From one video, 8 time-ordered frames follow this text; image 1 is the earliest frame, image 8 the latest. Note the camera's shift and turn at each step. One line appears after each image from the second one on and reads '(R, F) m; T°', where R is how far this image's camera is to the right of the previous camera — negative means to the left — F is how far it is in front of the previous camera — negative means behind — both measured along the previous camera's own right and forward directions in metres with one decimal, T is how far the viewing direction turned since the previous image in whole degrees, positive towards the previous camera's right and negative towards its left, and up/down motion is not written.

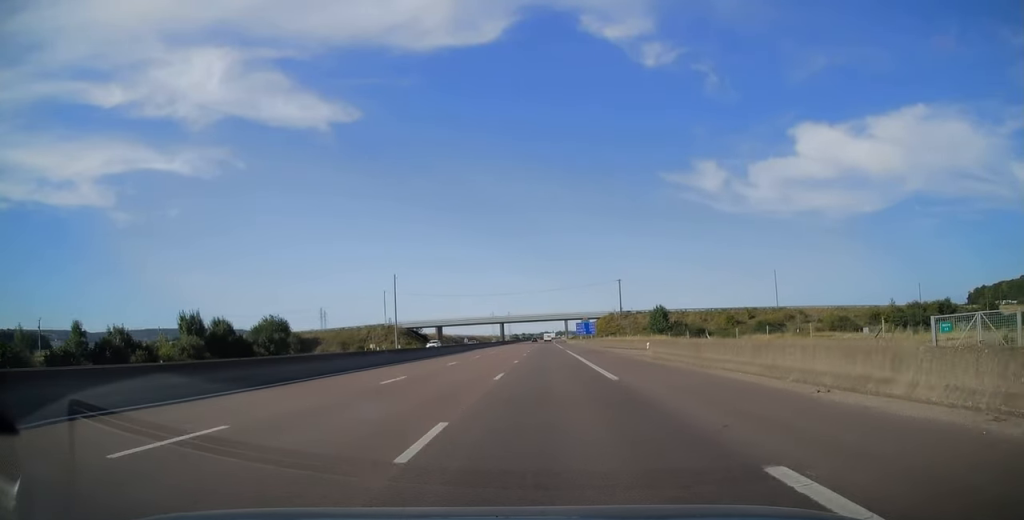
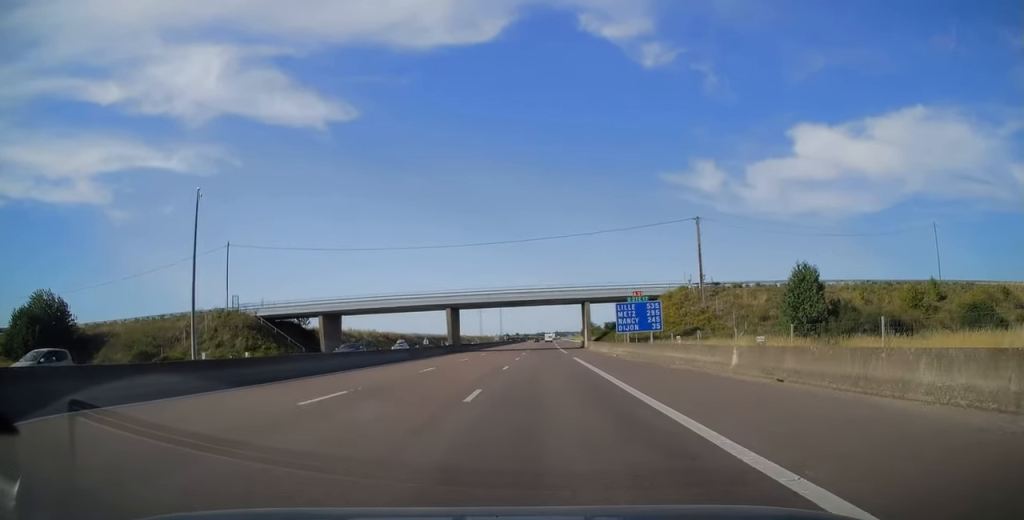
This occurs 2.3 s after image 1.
(+0.1, +71.5) m; 0°
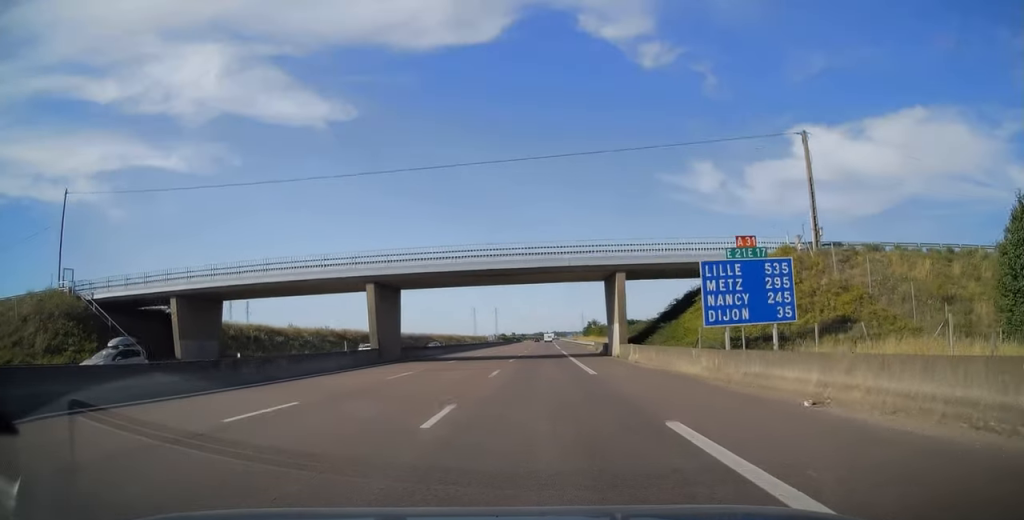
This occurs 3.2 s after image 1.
(-0.1, +28.8) m; 0°
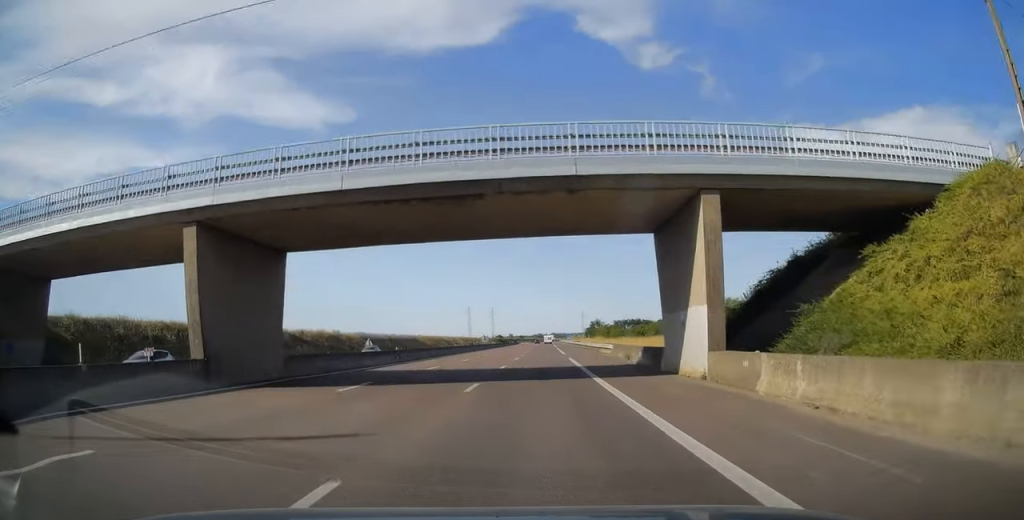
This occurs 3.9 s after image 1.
(+0.2, +19.5) m; 0°
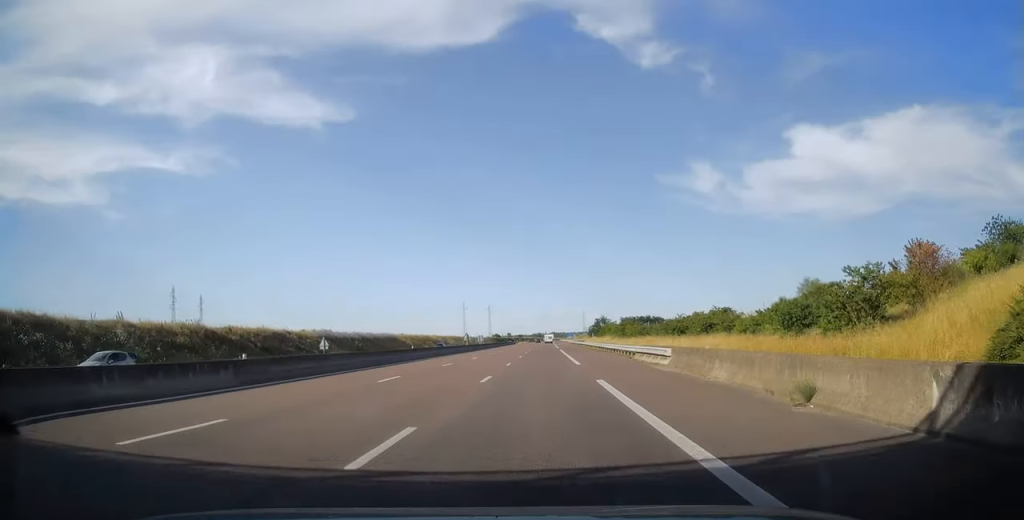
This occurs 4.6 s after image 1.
(+0.1, +22.1) m; 0°
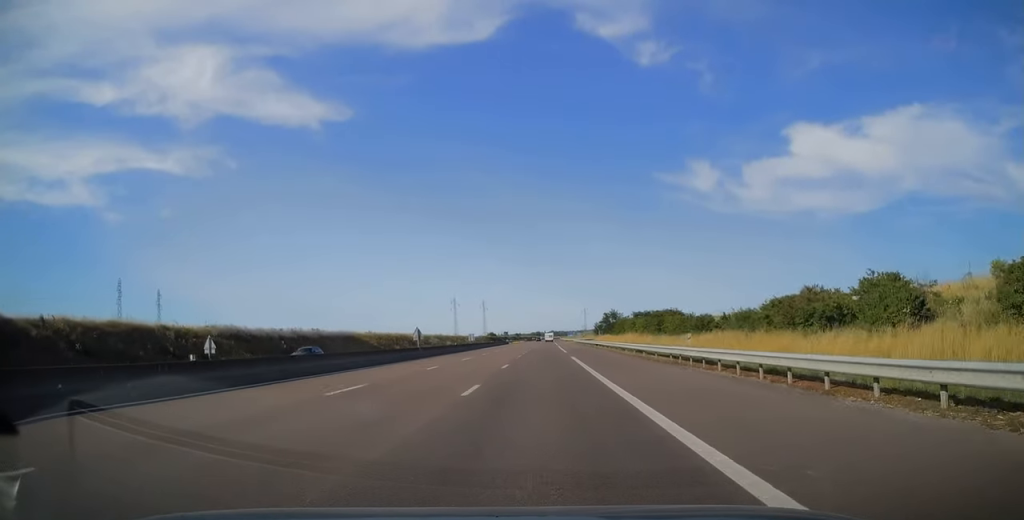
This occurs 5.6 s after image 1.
(-0.1, +30.9) m; 0°
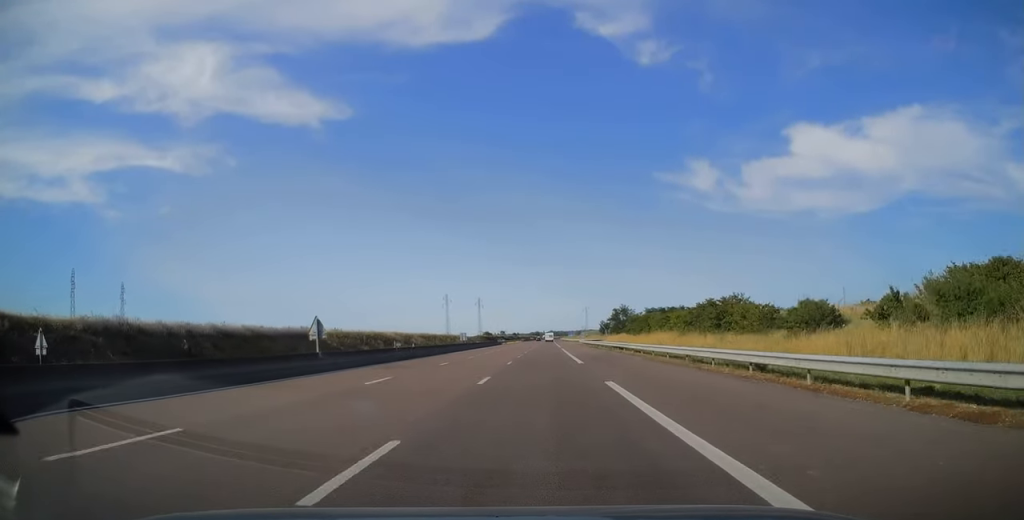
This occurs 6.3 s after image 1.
(0.0, +22.7) m; 0°
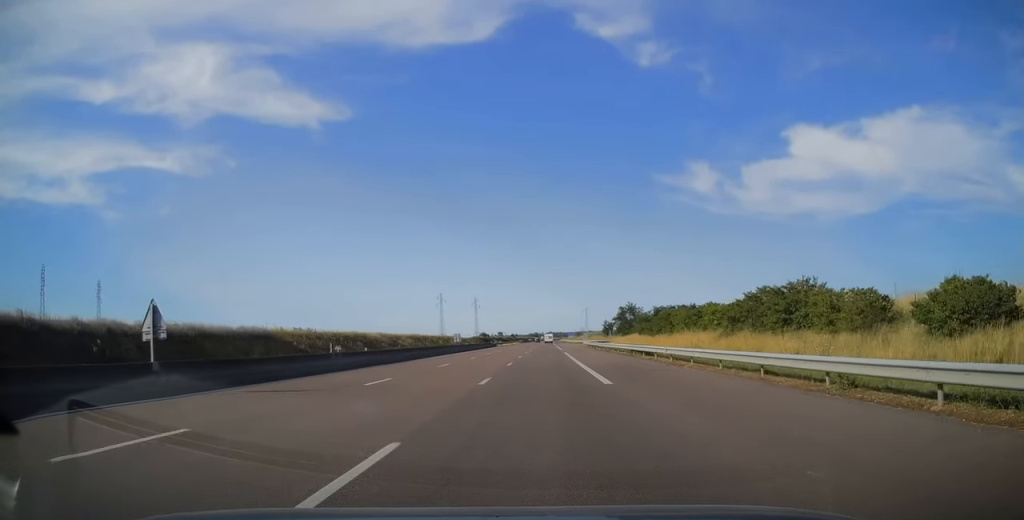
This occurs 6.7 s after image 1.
(0.0, +12.9) m; 0°
